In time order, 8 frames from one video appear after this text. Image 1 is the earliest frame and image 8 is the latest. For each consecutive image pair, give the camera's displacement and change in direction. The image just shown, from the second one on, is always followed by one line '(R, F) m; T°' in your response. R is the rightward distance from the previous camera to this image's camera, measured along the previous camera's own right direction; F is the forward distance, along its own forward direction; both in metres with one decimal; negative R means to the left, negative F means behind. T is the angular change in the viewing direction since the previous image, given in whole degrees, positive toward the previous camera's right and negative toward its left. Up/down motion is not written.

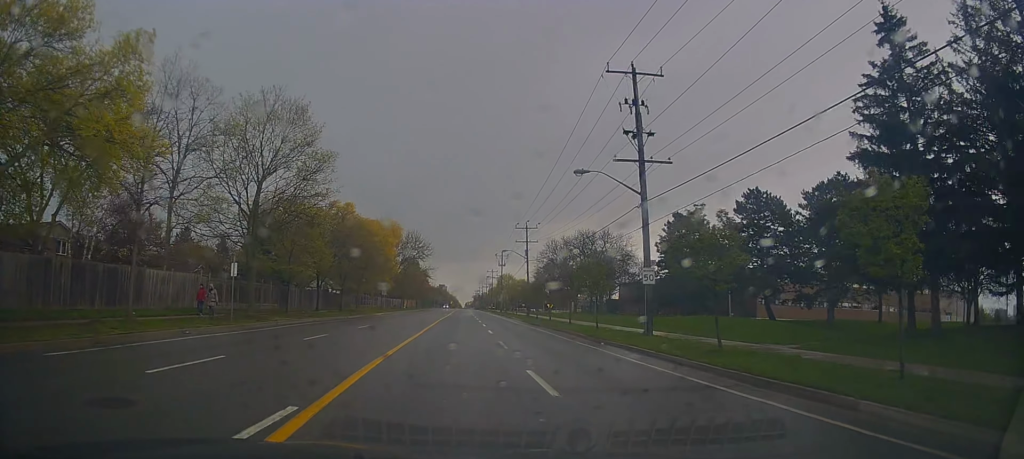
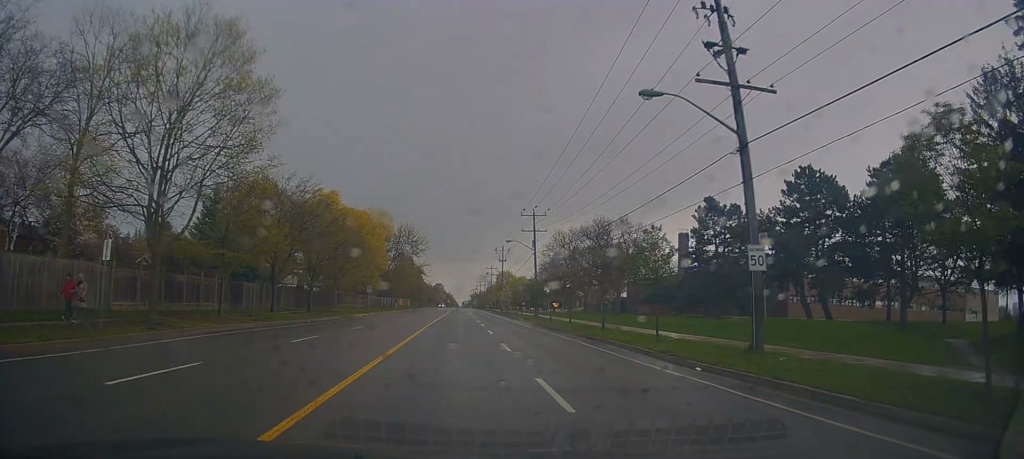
(+0.1, +10.4) m; -1°
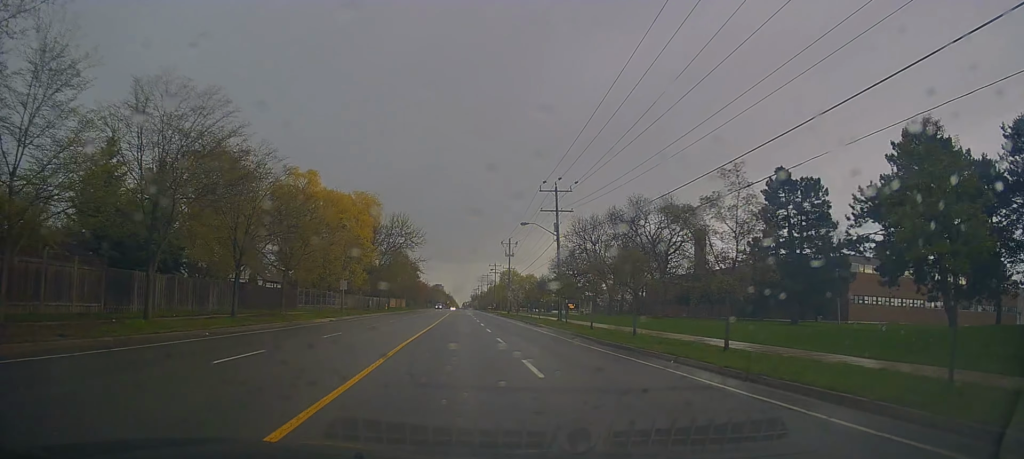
(-0.3, +14.6) m; +1°
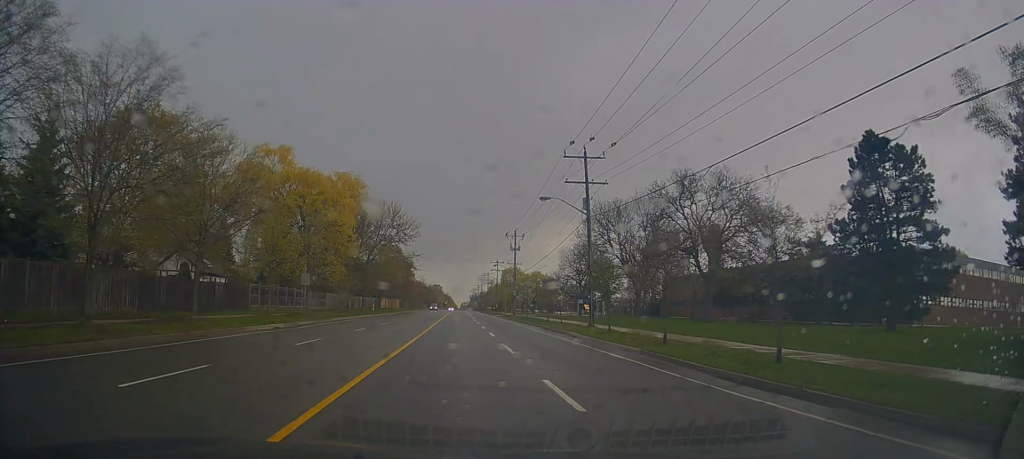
(+0.2, +12.1) m; +1°
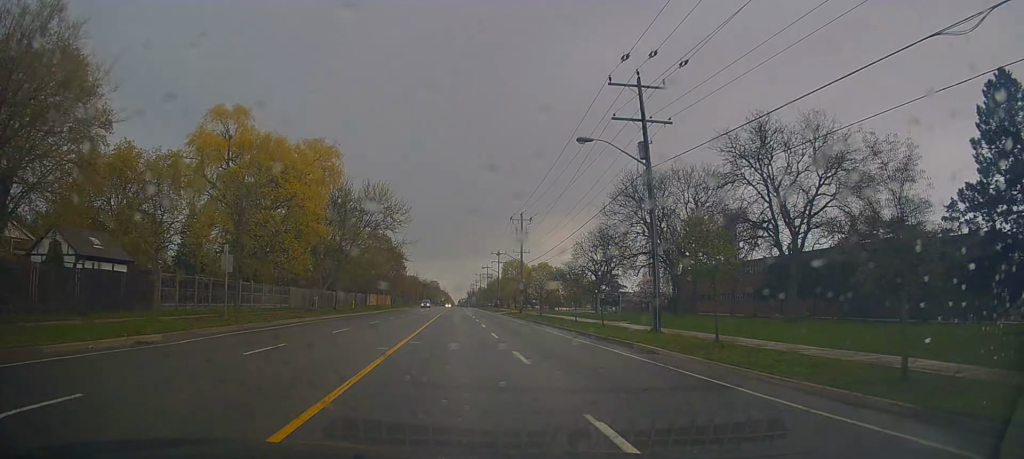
(+0.3, +13.1) m; +1°
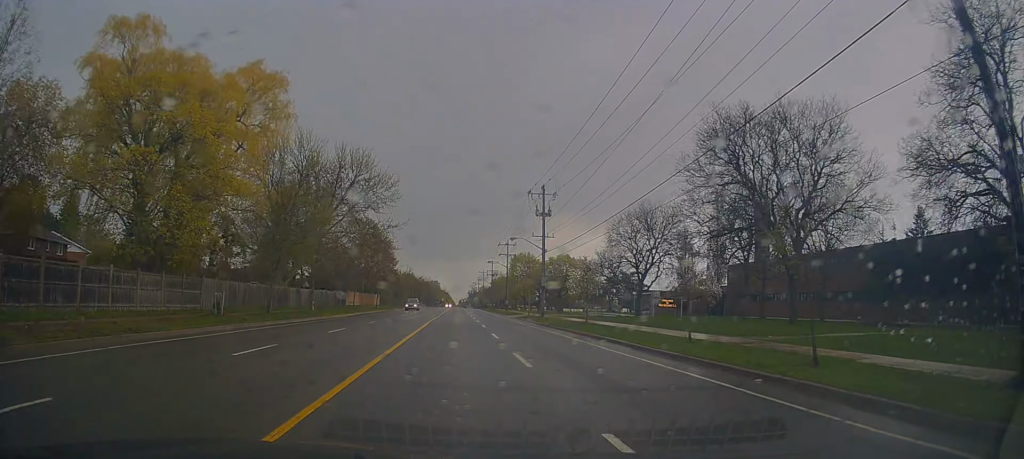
(-0.2, +19.2) m; 0°
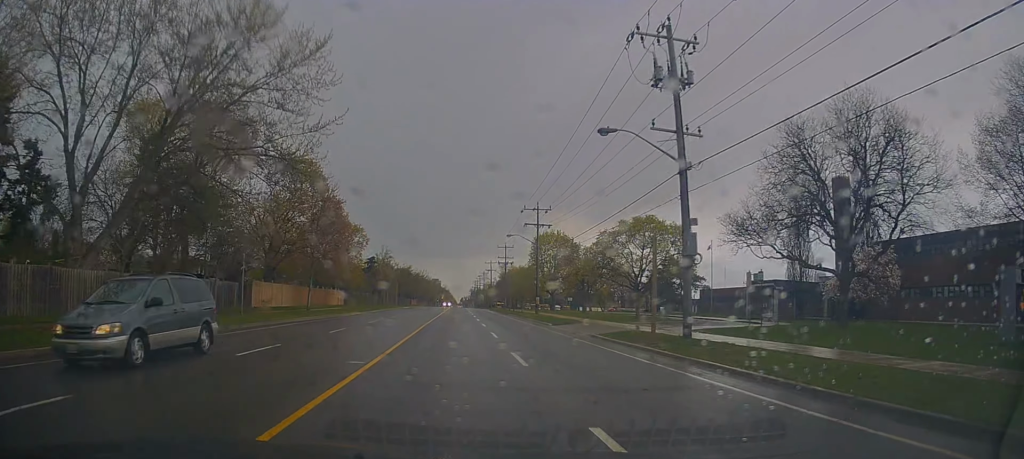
(-0.1, +36.0) m; -1°
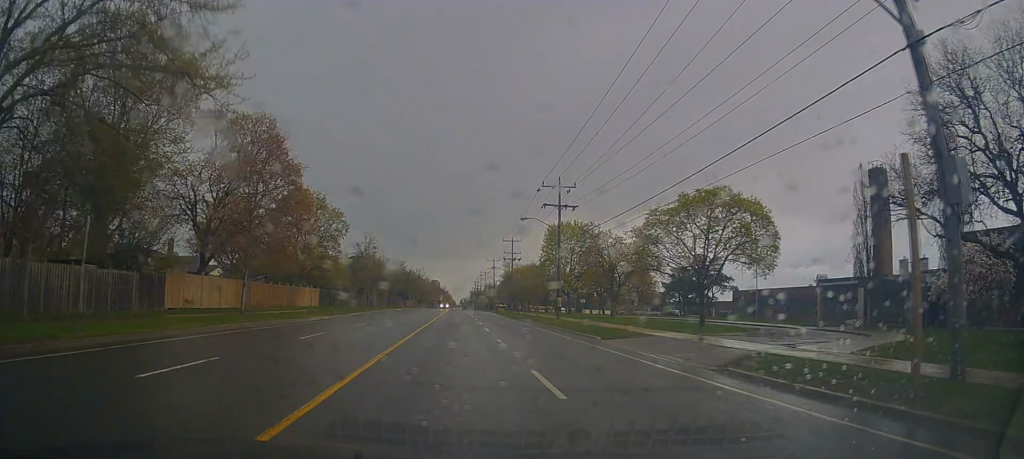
(0.0, +13.3) m; 0°
